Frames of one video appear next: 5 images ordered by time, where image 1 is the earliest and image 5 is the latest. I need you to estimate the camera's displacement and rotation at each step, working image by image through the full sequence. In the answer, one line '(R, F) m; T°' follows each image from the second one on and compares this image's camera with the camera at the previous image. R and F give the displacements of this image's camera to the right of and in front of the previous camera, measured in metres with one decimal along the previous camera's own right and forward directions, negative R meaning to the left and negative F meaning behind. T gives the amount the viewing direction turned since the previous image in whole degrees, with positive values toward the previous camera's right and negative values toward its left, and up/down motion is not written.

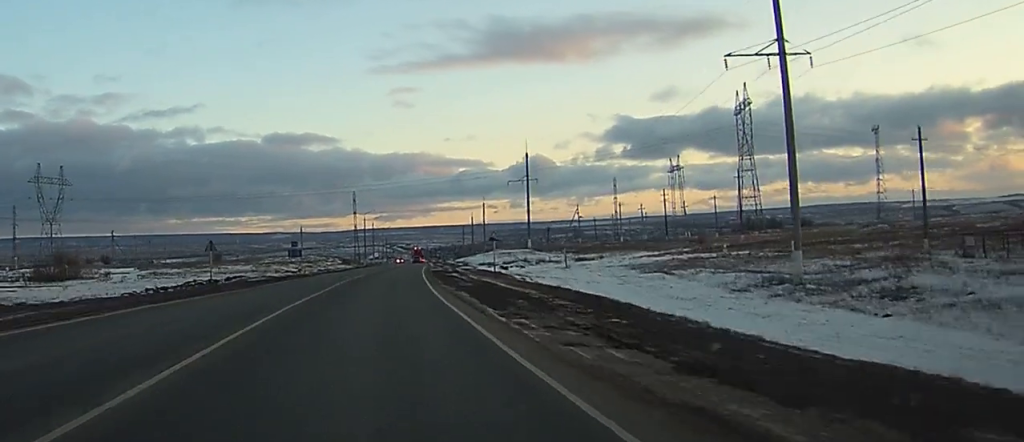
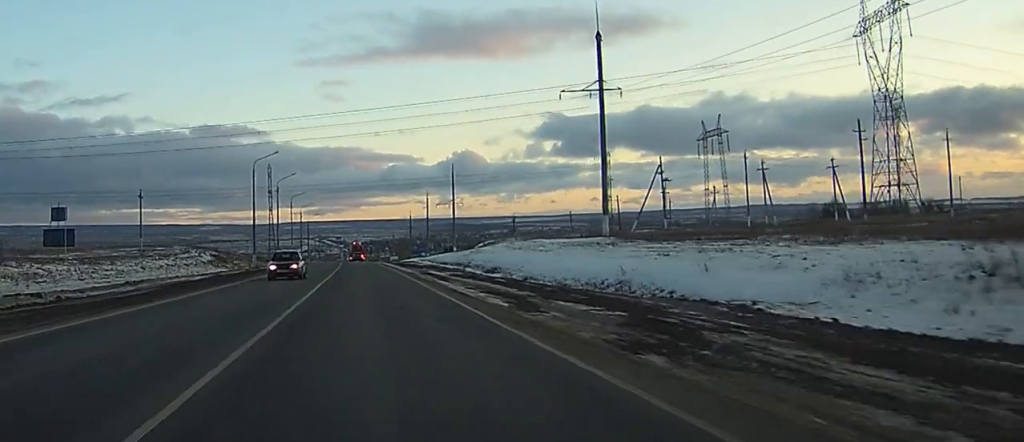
(+5.7, +98.4) m; +6°
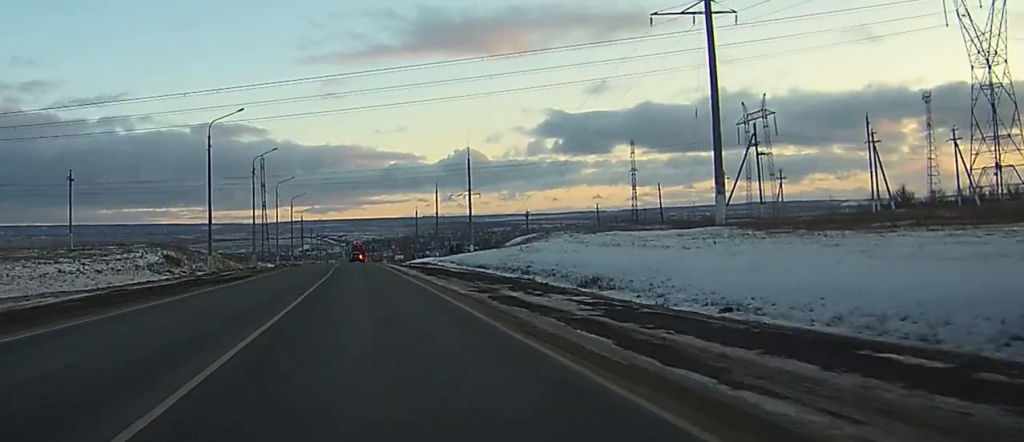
(+0.4, +28.1) m; +1°
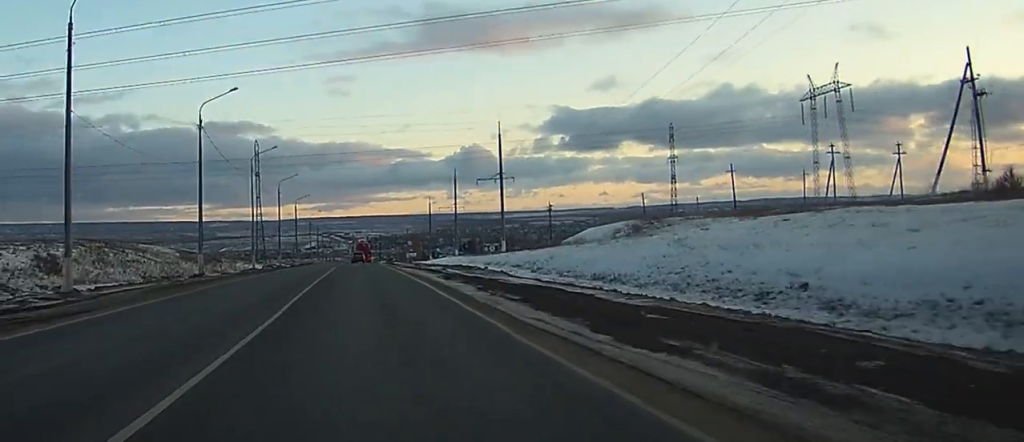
(+0.3, +33.3) m; +1°
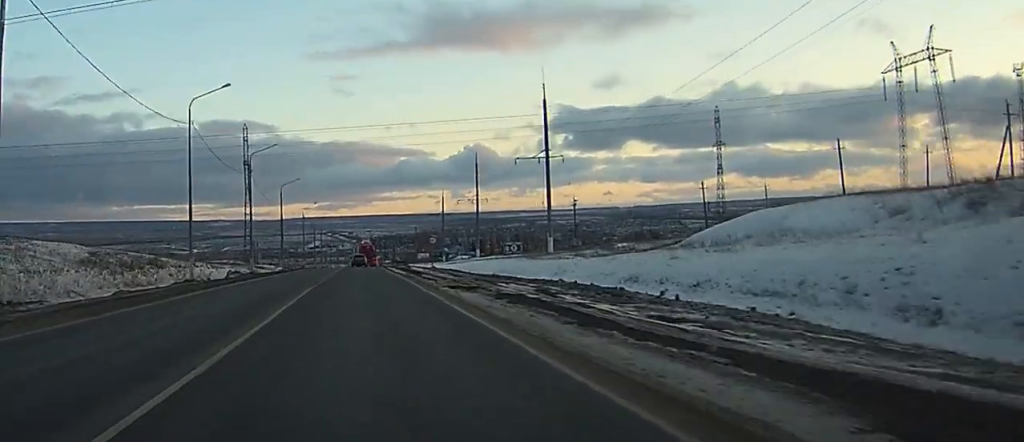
(0.0, +33.7) m; 0°
